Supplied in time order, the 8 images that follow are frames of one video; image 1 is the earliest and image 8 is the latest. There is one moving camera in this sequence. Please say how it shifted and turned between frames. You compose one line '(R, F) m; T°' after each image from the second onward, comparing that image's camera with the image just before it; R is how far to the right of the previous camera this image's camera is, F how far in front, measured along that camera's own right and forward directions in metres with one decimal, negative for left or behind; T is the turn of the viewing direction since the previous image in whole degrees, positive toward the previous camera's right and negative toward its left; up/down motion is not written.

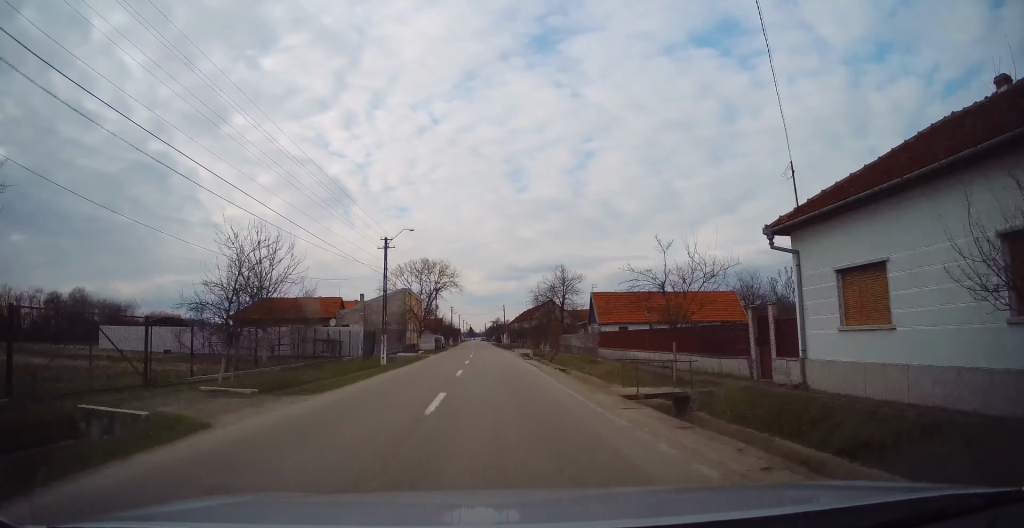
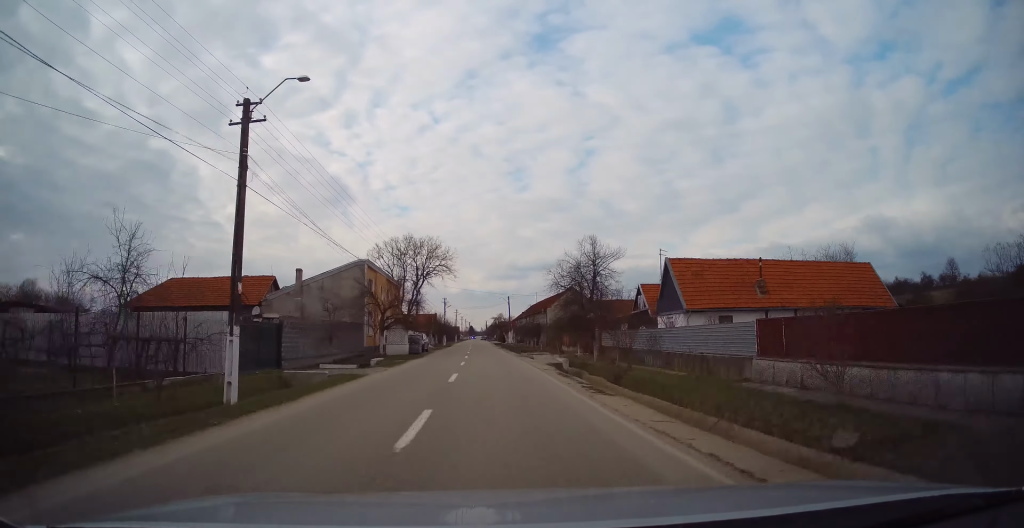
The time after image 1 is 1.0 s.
(-0.1, +20.7) m; -1°
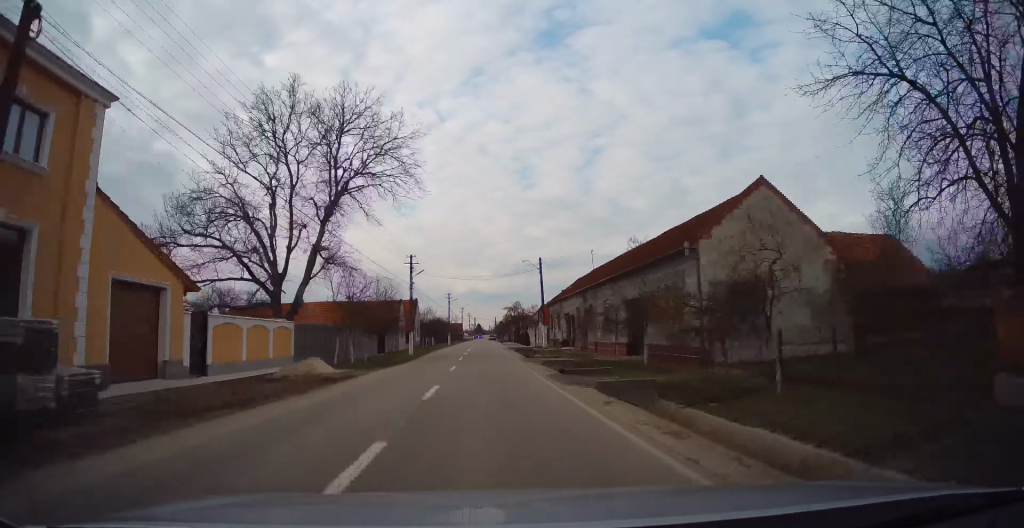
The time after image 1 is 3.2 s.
(-0.2, +45.6) m; 0°
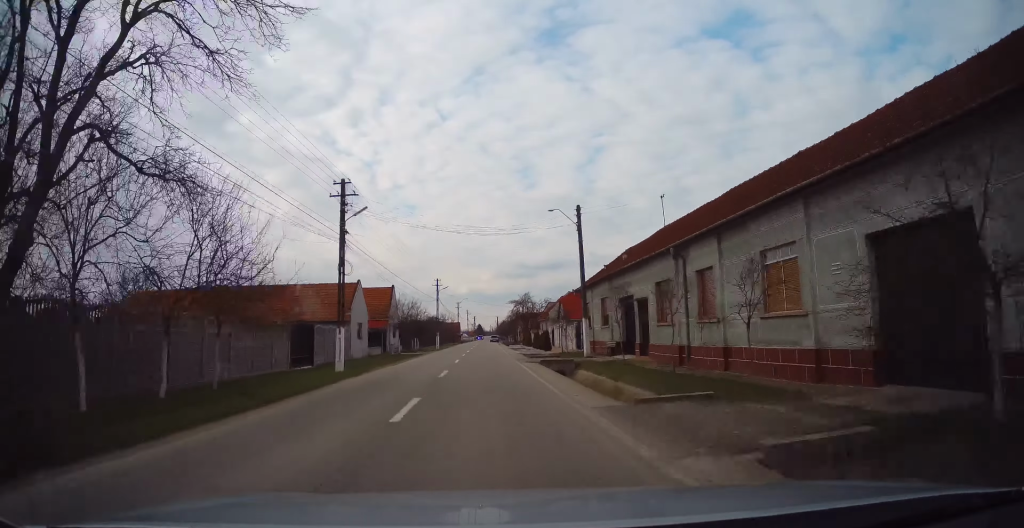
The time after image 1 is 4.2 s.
(+0.2, +20.2) m; 0°
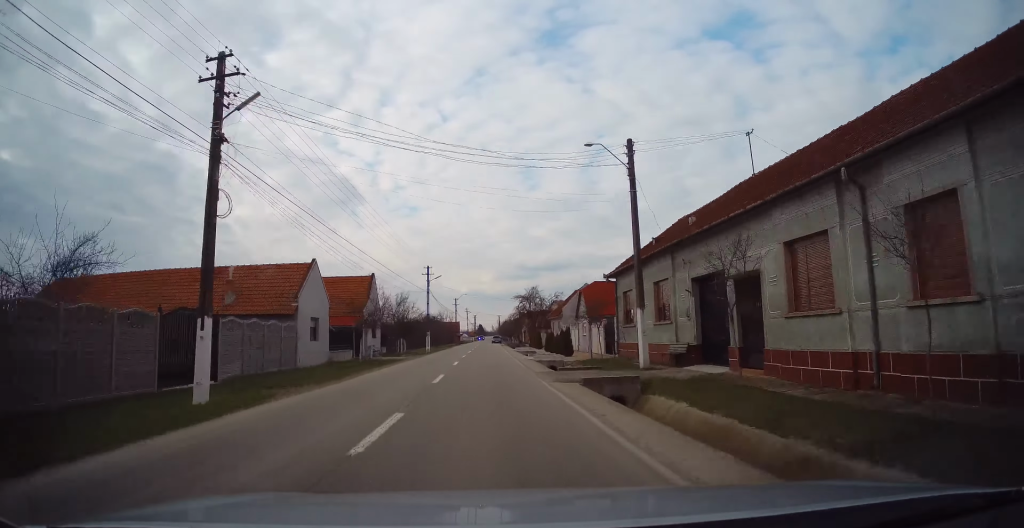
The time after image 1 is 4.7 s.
(-0.2, +10.7) m; 0°
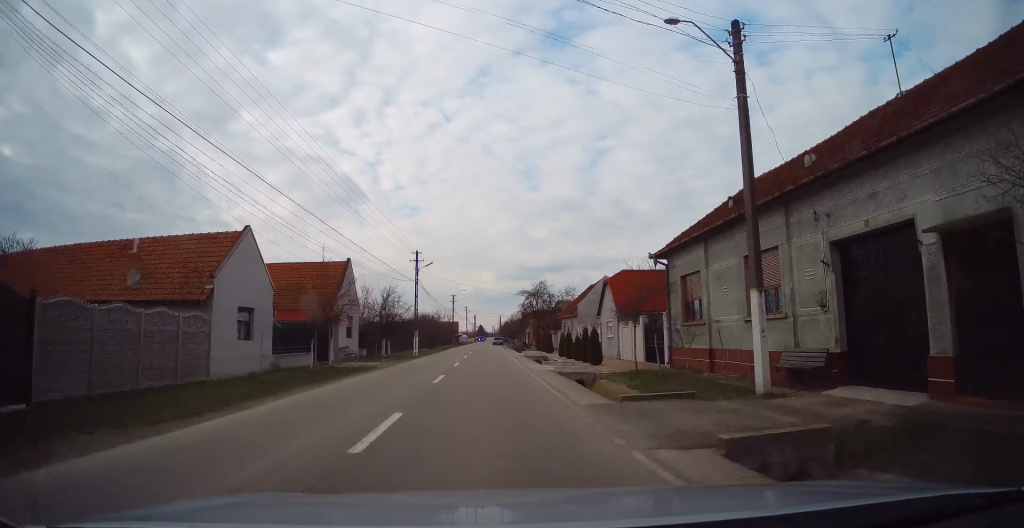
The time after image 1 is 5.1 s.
(-0.1, +8.6) m; 0°
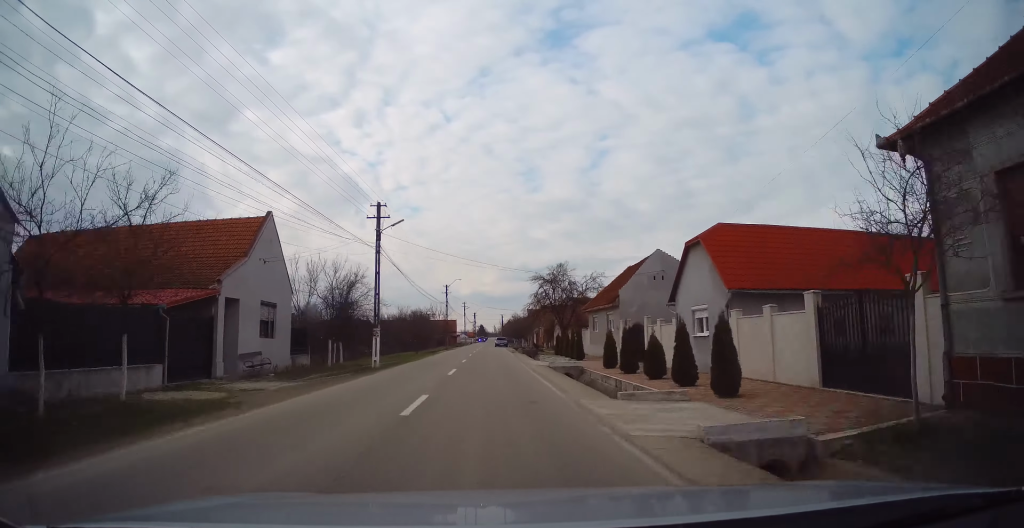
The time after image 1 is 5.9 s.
(+0.2, +14.6) m; -1°
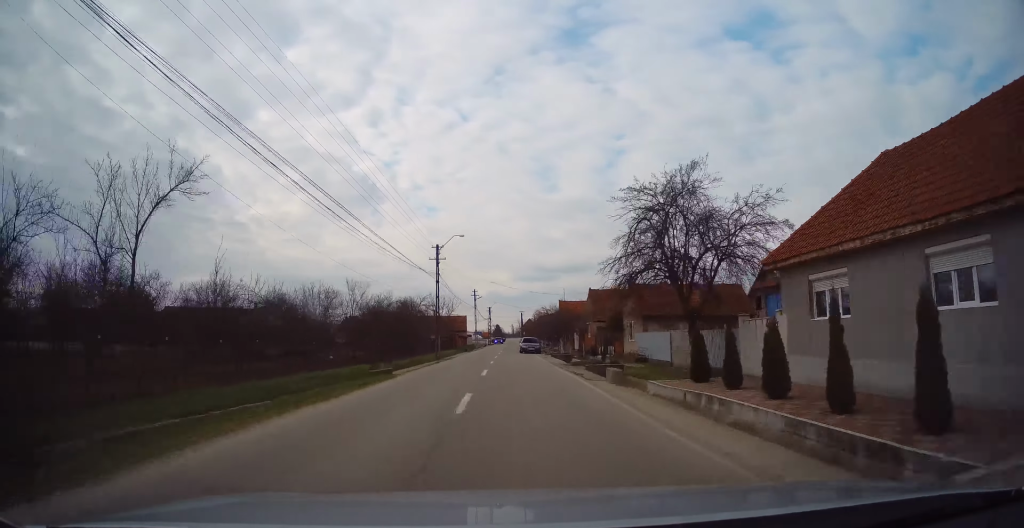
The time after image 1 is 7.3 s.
(-0.5, +27.8) m; 0°
